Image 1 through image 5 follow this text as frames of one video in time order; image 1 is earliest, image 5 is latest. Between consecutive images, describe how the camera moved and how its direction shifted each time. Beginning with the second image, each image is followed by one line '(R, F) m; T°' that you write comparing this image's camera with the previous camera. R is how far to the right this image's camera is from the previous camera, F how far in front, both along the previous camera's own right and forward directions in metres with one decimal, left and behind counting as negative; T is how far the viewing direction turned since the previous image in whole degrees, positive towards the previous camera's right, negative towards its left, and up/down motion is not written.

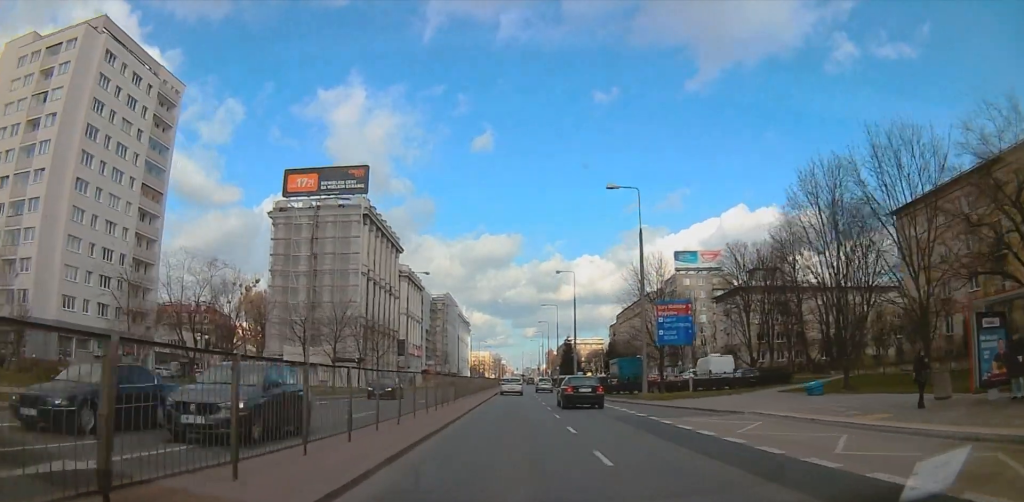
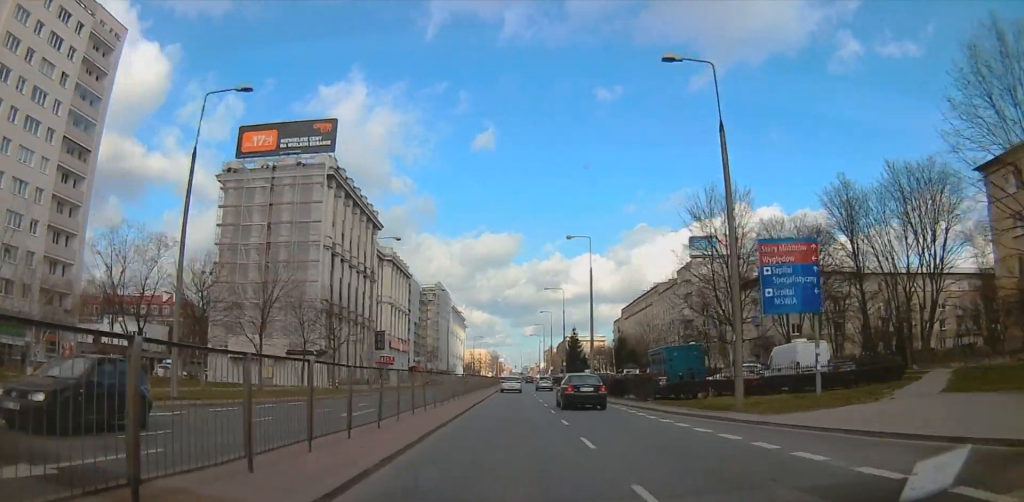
(0.0, +15.4) m; 0°
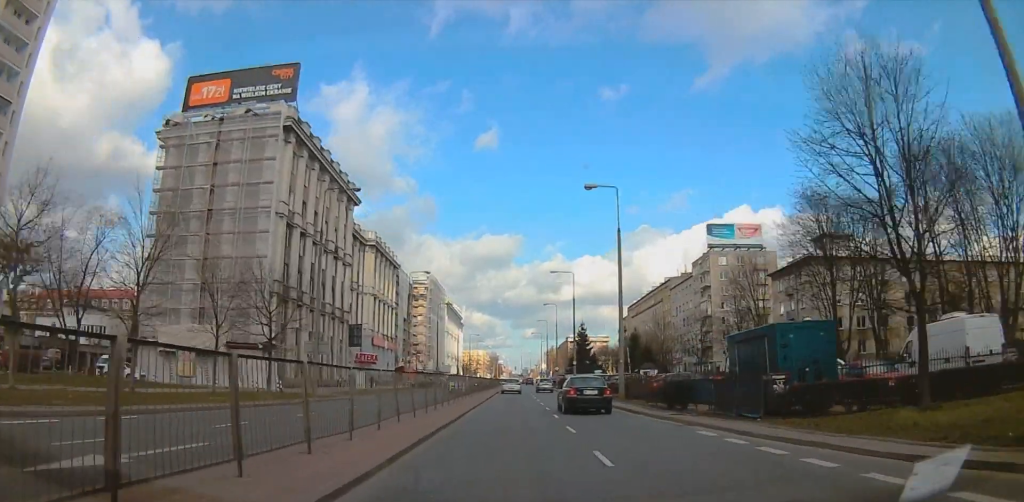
(0.0, +13.9) m; 0°
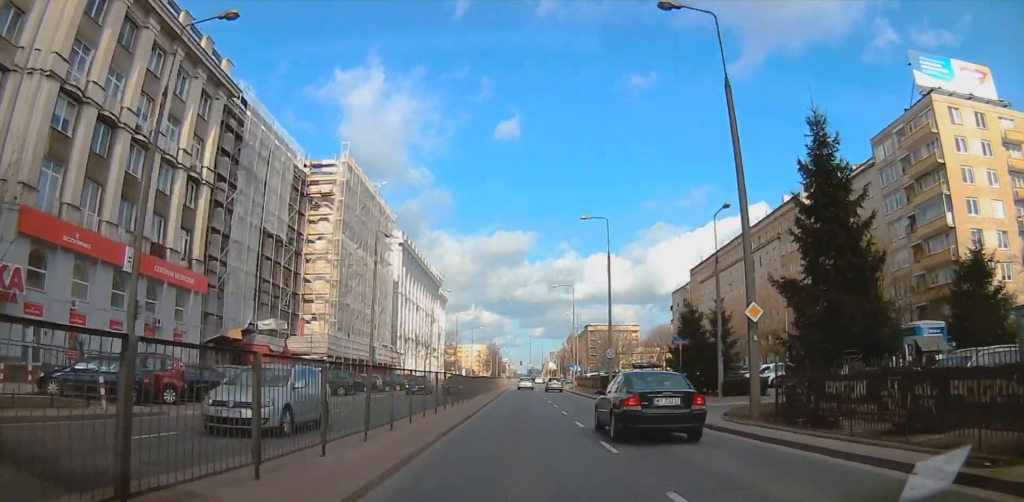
(+0.8, +77.7) m; +1°
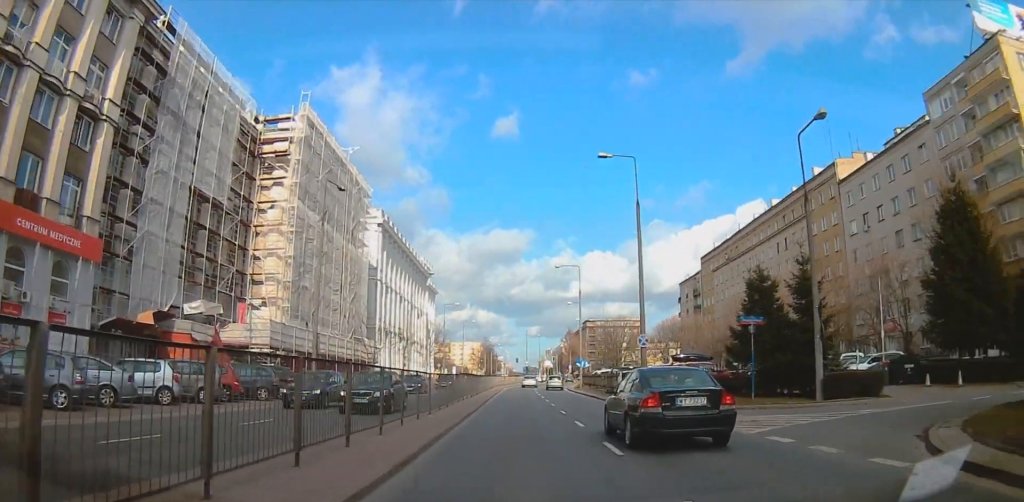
(-0.3, +13.2) m; -1°
